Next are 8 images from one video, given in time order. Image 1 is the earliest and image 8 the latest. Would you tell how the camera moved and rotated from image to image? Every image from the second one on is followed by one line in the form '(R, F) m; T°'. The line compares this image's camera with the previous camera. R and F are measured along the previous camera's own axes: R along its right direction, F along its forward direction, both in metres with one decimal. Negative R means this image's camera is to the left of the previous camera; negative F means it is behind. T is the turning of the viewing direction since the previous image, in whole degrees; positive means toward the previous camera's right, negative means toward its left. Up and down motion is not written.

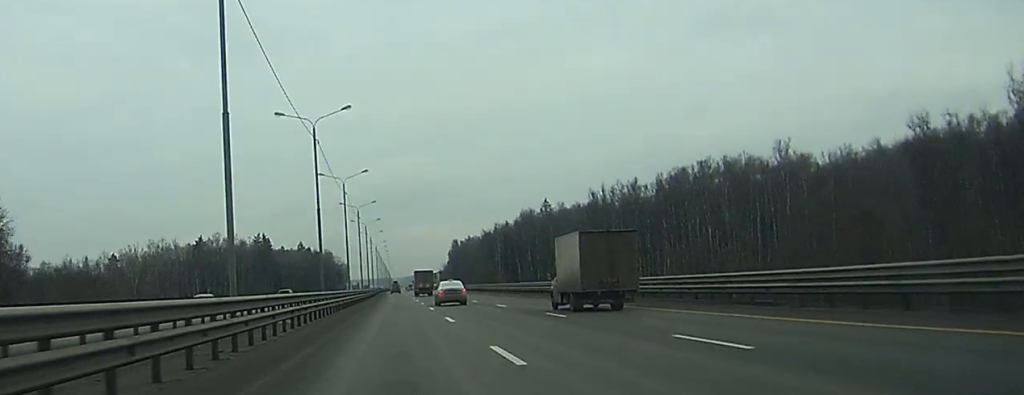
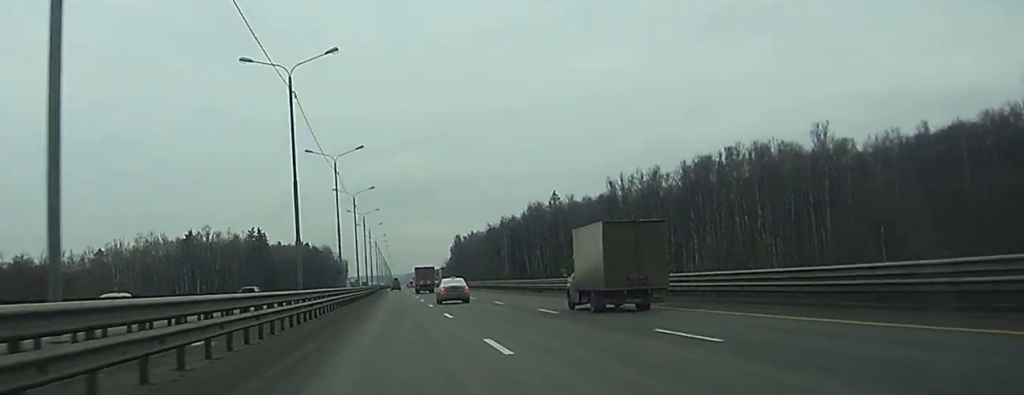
(0.0, +14.5) m; 0°
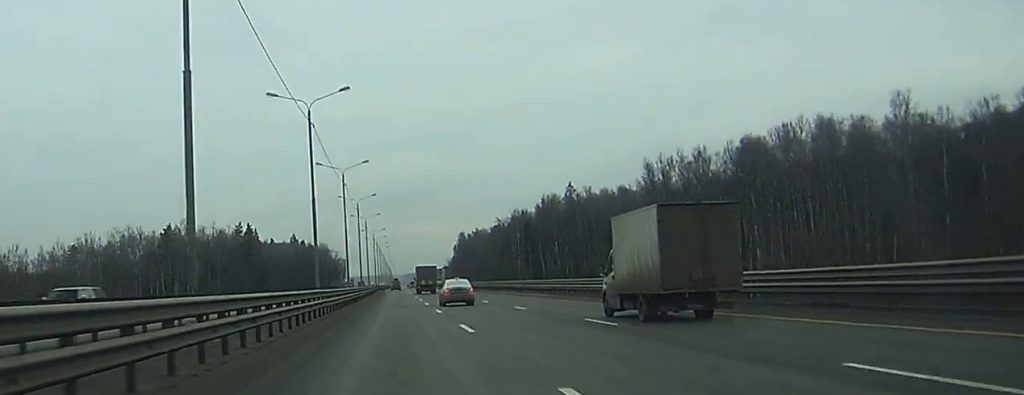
(-0.1, +24.5) m; 0°
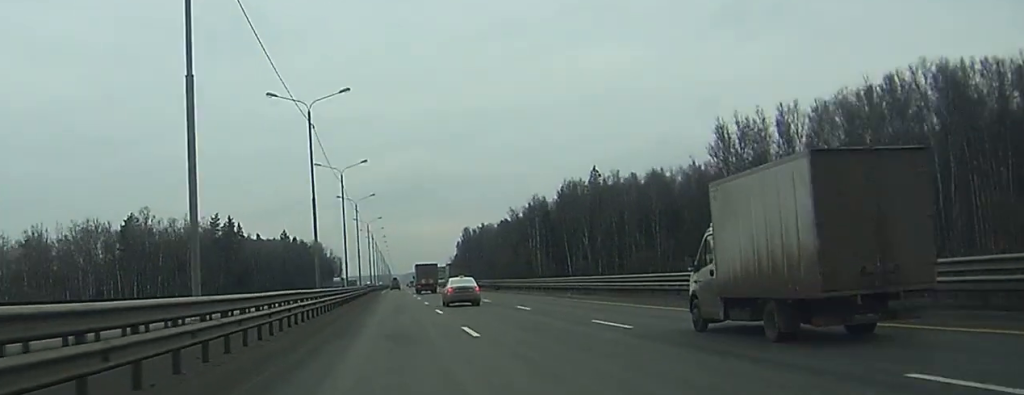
(0.0, +33.4) m; 0°
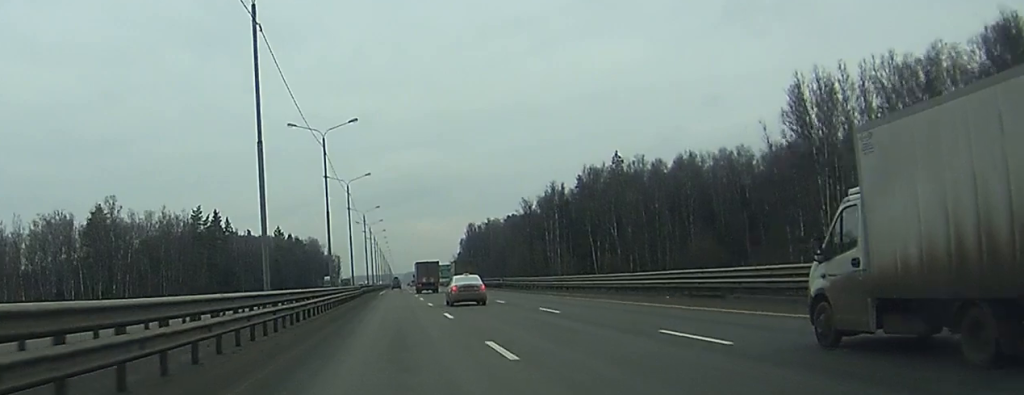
(0.0, +22.2) m; 0°
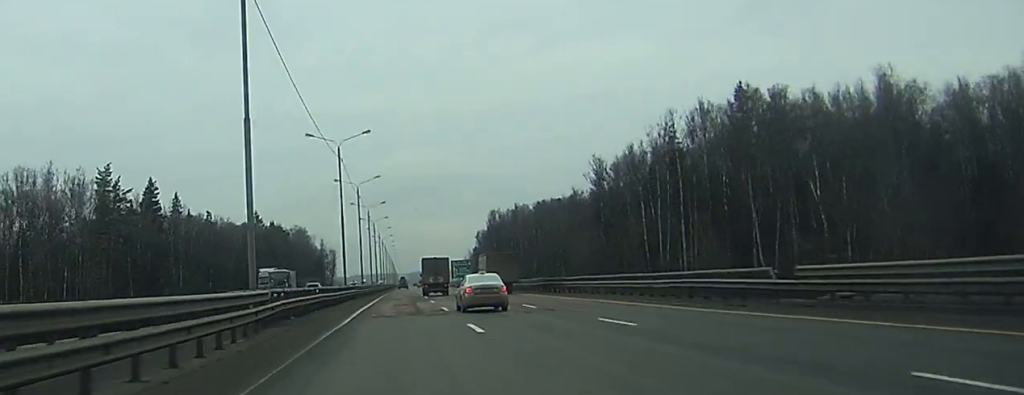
(-0.1, +71.9) m; 0°
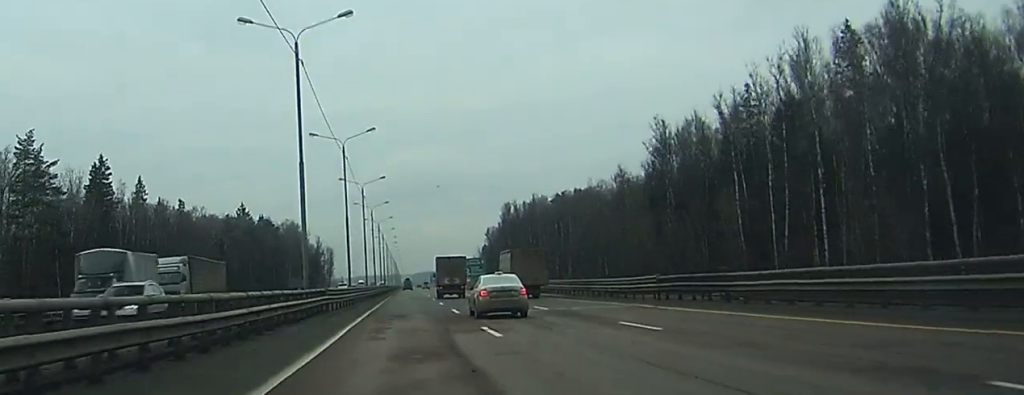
(0.0, +33.0) m; 0°
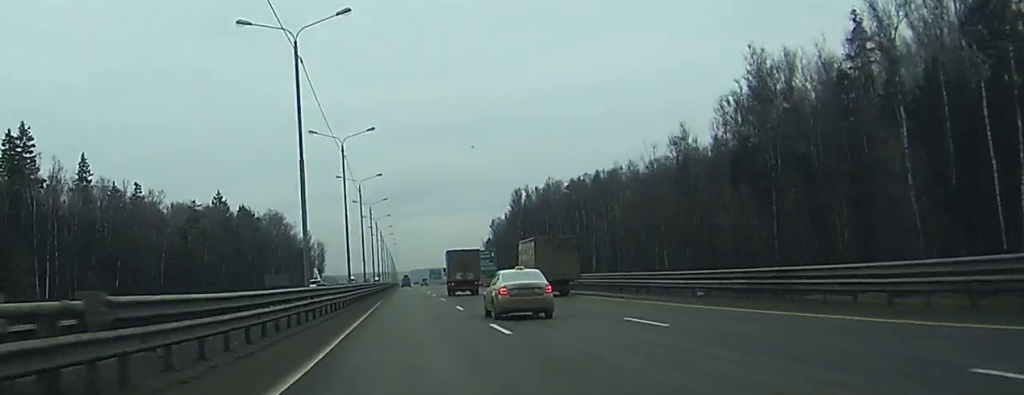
(+0.1, +31.9) m; 0°
